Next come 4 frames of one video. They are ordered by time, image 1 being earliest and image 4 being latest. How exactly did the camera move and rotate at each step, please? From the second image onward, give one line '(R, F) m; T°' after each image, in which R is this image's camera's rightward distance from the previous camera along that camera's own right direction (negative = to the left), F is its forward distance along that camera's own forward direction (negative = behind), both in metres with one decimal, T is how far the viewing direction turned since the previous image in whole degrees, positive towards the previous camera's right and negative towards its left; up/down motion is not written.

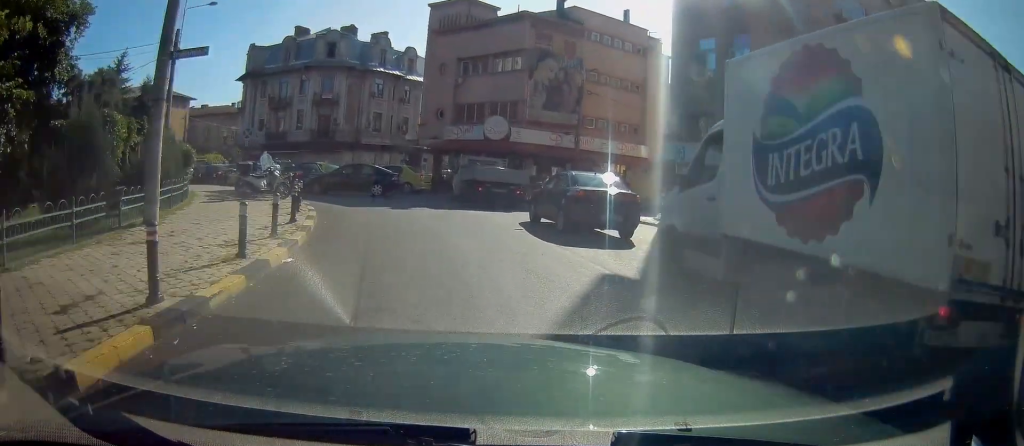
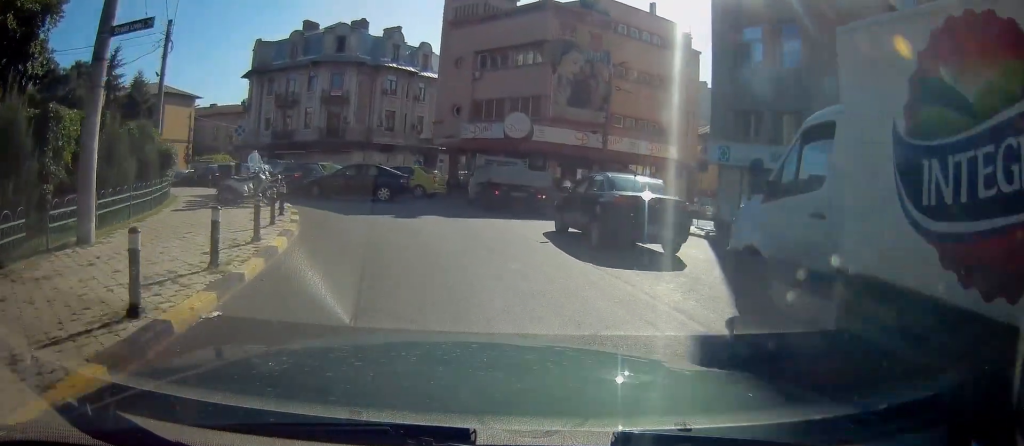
(0.0, +2.9) m; -1°
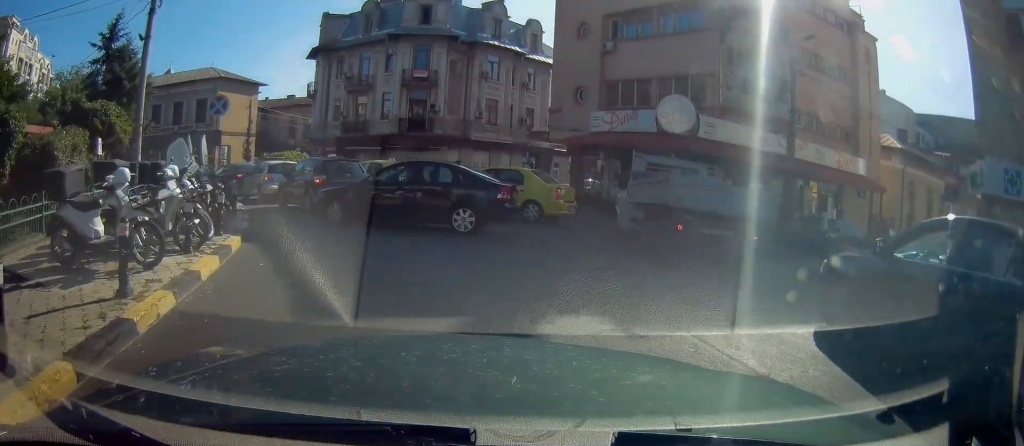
(-1.1, +11.2) m; -14°
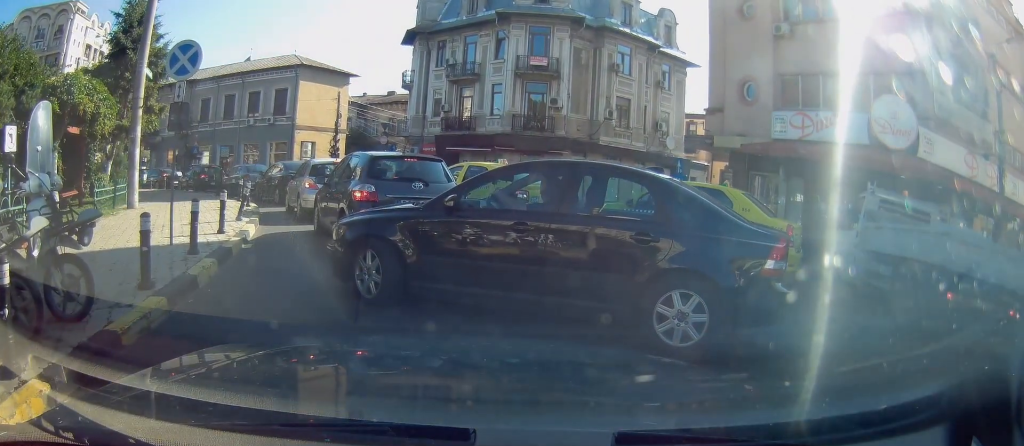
(-1.3, +7.2) m; -7°
